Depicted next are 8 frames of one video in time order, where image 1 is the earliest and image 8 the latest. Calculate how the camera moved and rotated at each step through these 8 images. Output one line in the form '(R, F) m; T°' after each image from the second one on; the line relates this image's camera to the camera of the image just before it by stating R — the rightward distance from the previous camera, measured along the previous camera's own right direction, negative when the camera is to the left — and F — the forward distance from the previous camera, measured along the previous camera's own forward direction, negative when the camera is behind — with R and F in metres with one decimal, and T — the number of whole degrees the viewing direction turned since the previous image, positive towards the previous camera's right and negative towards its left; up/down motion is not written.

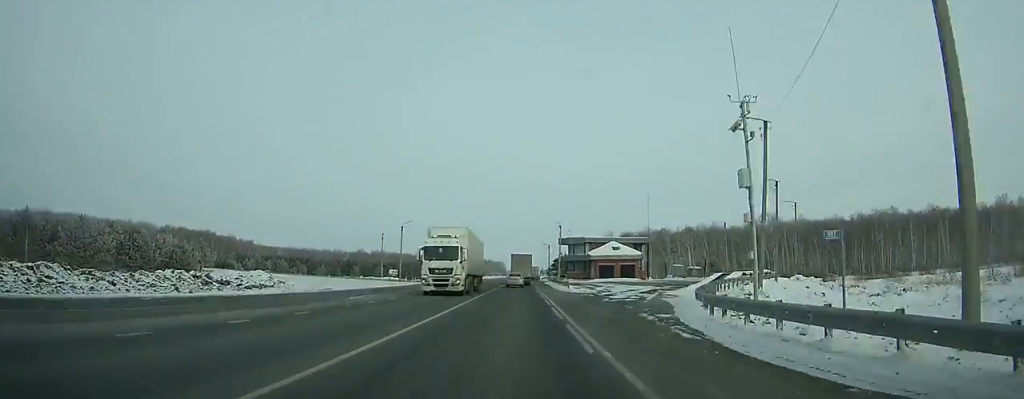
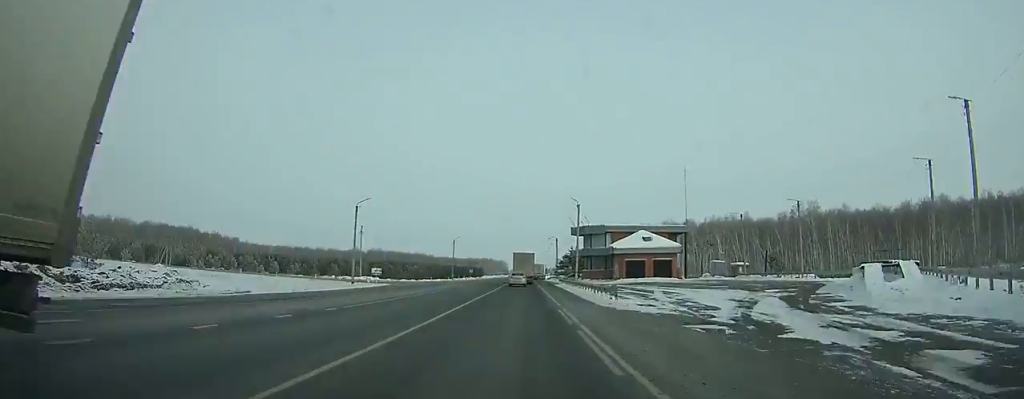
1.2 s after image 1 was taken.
(-0.2, +25.8) m; 0°
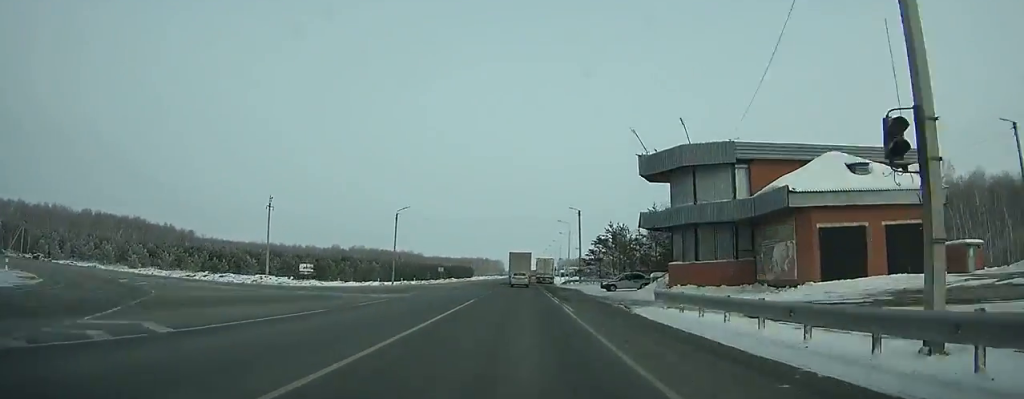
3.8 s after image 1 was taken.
(-0.2, +56.0) m; 0°
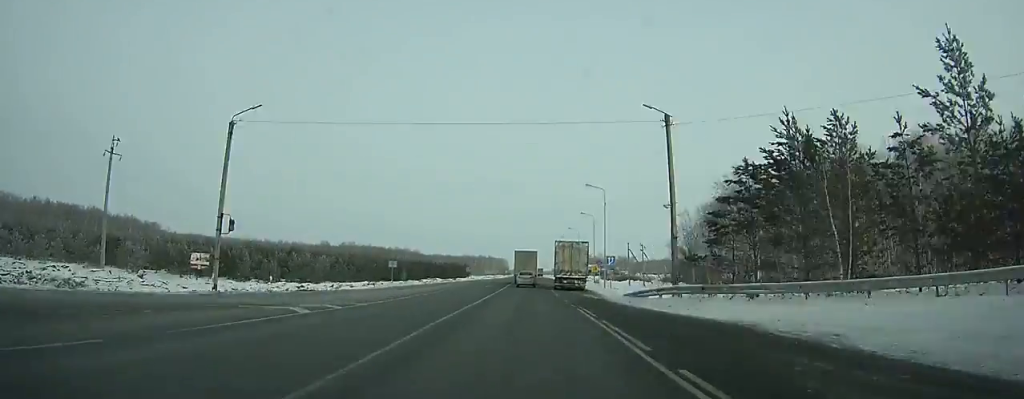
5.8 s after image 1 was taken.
(0.0, +43.0) m; 0°
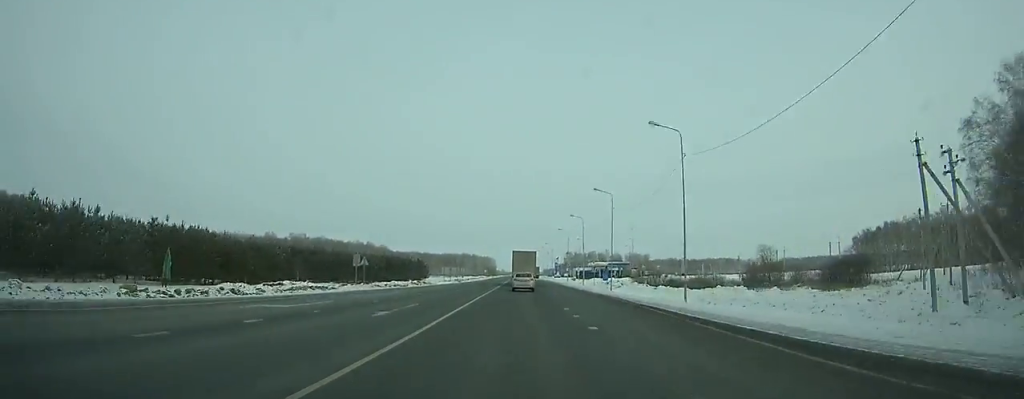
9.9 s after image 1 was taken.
(+0.5, +88.0) m; 0°
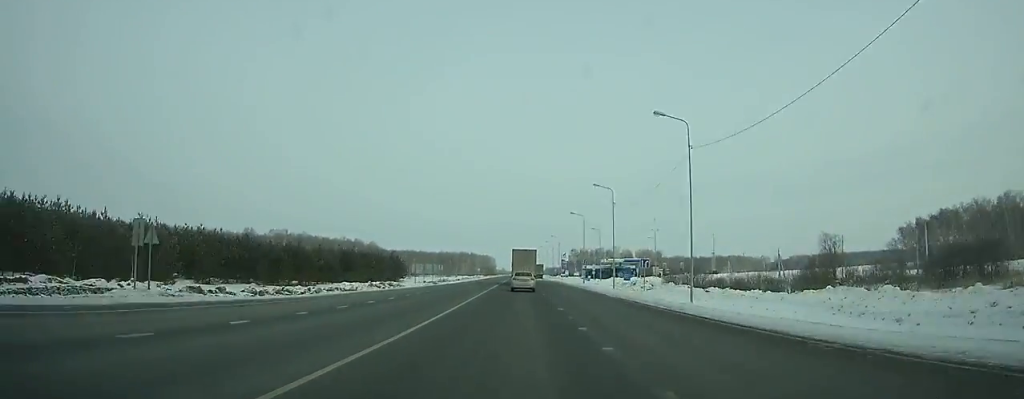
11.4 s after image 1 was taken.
(0.0, +32.1) m; 0°
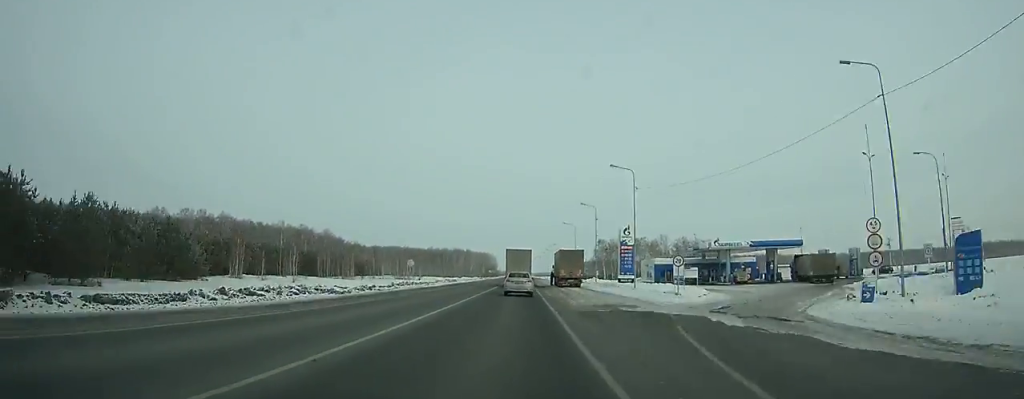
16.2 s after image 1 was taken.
(-0.7, +101.7) m; -1°
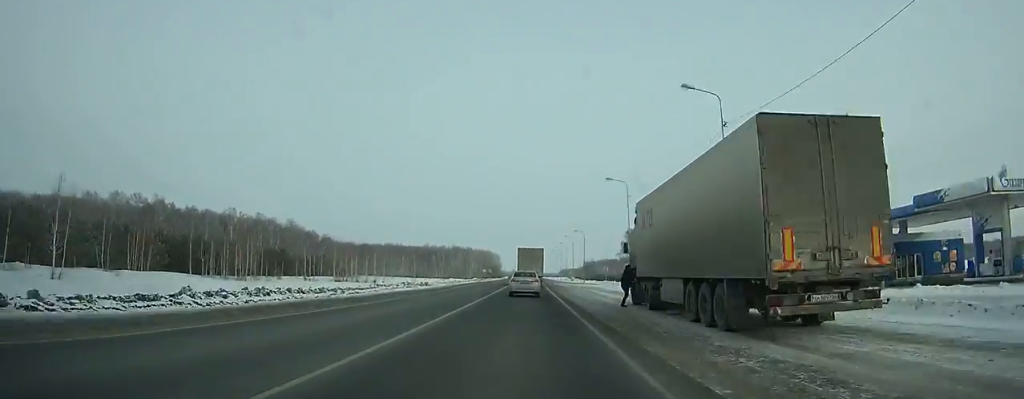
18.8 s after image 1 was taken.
(-0.1, +54.8) m; 0°
